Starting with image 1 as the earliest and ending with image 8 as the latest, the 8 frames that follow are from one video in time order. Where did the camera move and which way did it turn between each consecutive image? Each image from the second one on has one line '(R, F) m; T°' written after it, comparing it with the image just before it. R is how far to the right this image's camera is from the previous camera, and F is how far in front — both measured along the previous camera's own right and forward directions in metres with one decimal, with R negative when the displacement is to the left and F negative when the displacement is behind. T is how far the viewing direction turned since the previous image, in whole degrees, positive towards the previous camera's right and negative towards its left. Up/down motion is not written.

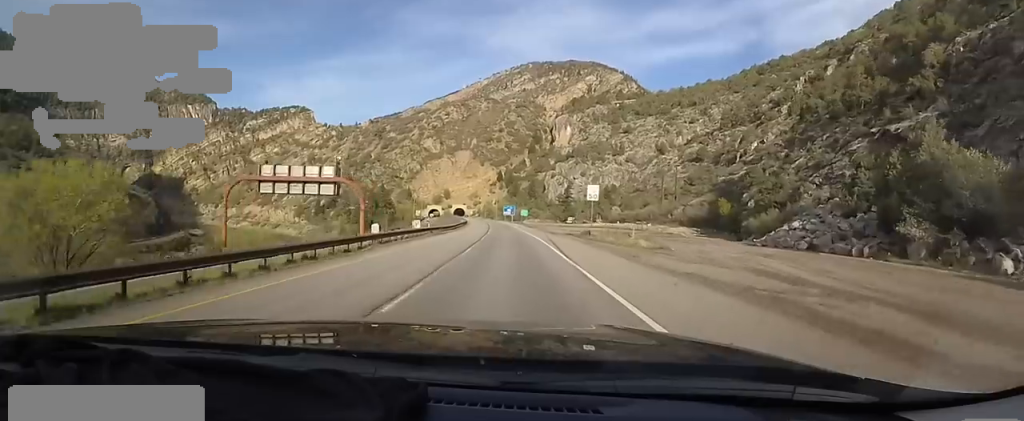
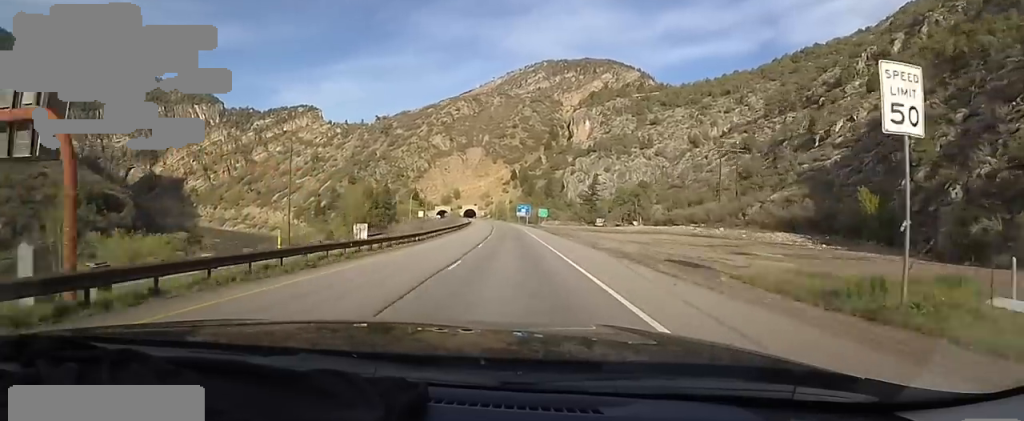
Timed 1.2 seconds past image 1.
(-0.4, +29.6) m; -4°
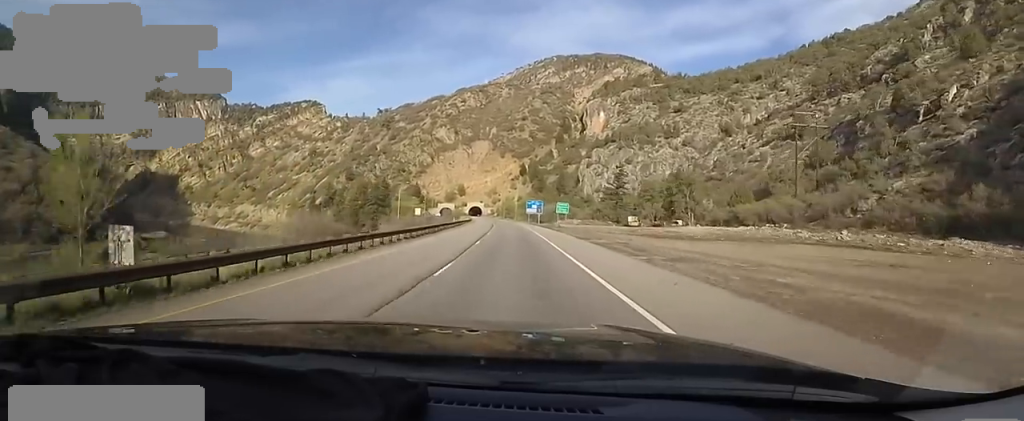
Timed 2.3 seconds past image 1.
(-1.5, +26.4) m; -3°
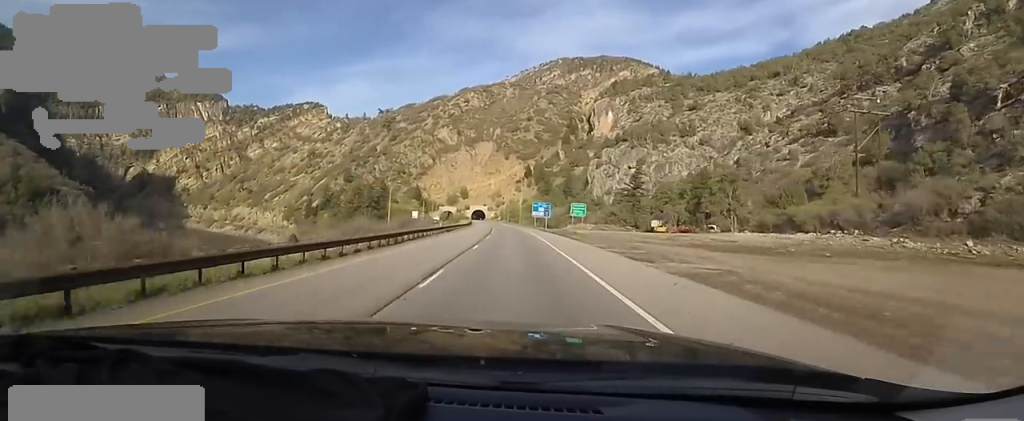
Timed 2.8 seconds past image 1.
(+0.1, +14.2) m; 0°
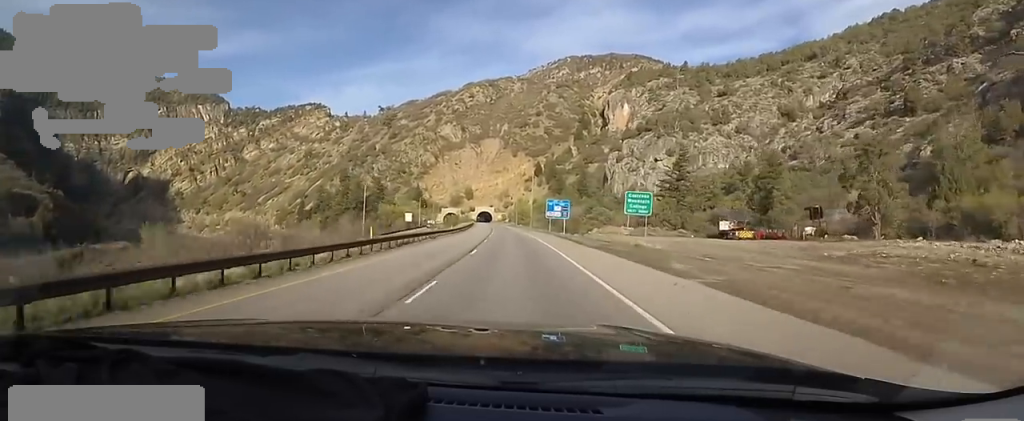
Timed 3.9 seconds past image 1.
(-0.1, +26.1) m; 0°
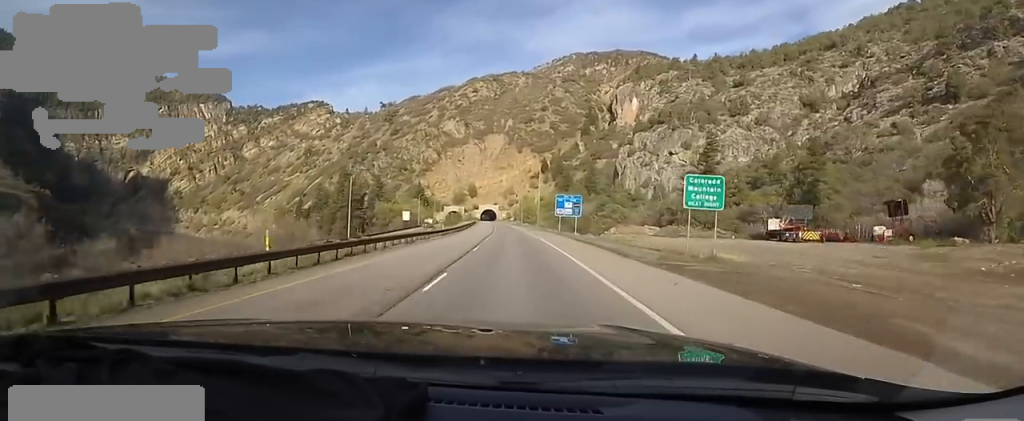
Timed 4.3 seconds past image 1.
(0.0, +11.0) m; 0°
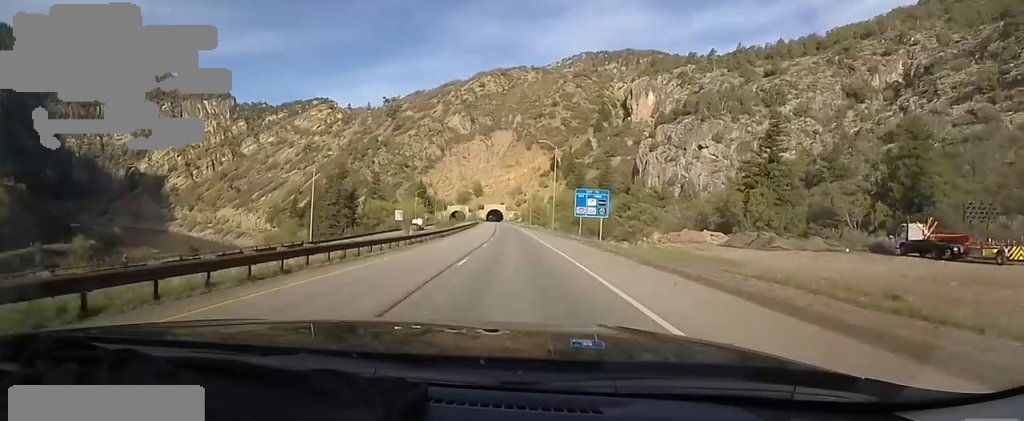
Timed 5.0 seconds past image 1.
(+0.1, +18.7) m; 0°
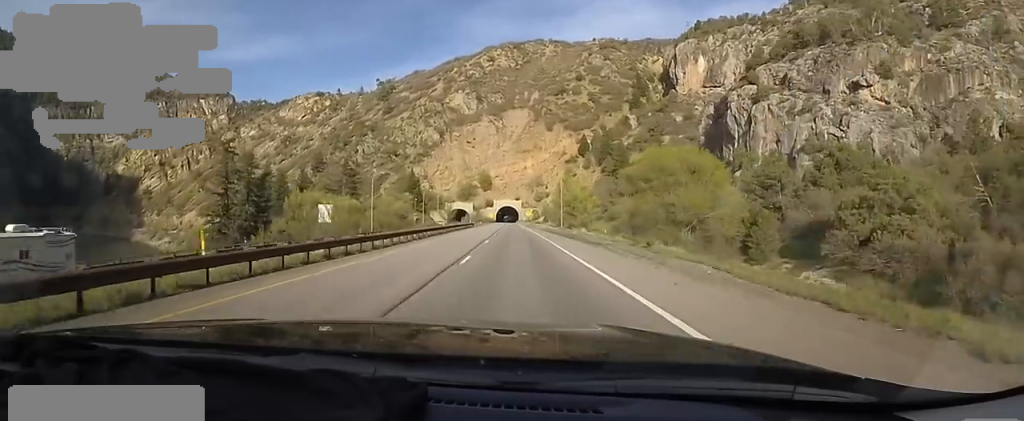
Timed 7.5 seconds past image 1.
(-1.5, +62.2) m; -4°
